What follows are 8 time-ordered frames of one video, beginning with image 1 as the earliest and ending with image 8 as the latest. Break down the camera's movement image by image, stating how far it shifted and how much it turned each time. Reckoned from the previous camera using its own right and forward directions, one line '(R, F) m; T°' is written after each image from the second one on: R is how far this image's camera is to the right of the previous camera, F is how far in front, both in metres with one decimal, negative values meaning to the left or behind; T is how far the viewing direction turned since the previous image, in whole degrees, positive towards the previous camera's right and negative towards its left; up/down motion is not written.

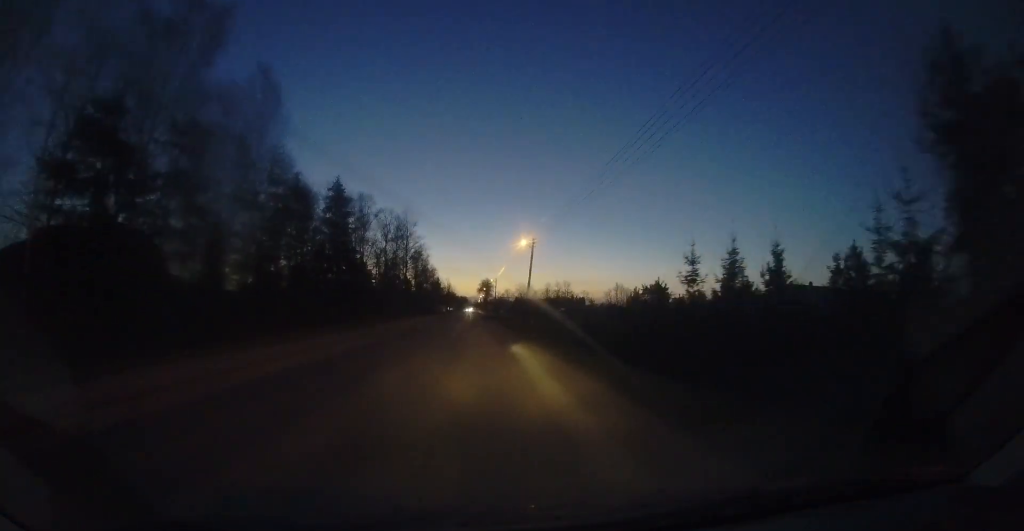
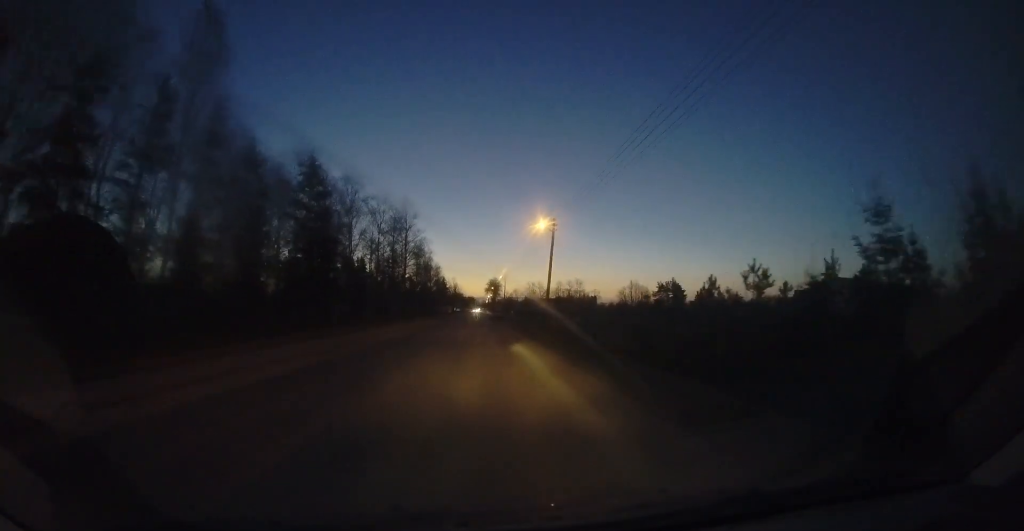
(-0.3, +7.4) m; -2°
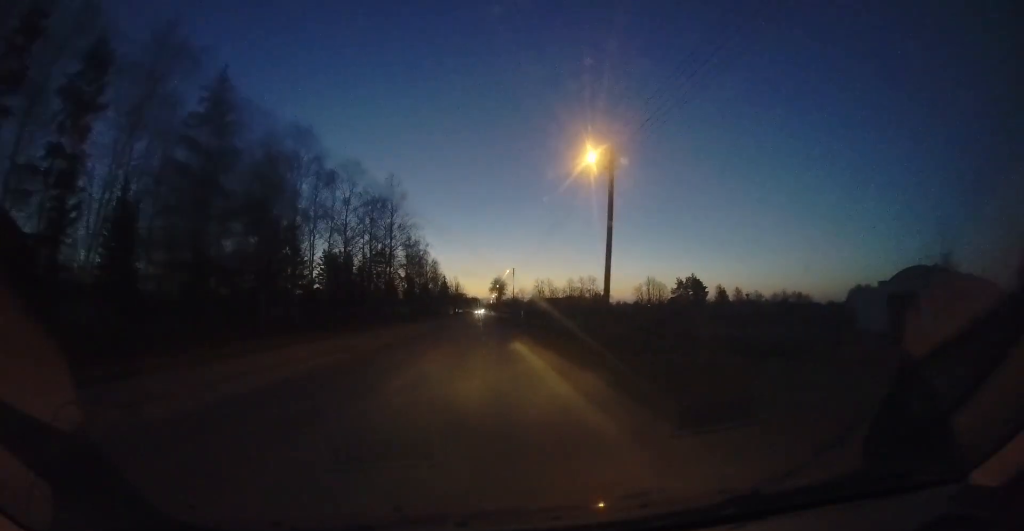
(-0.4, +12.5) m; -2°
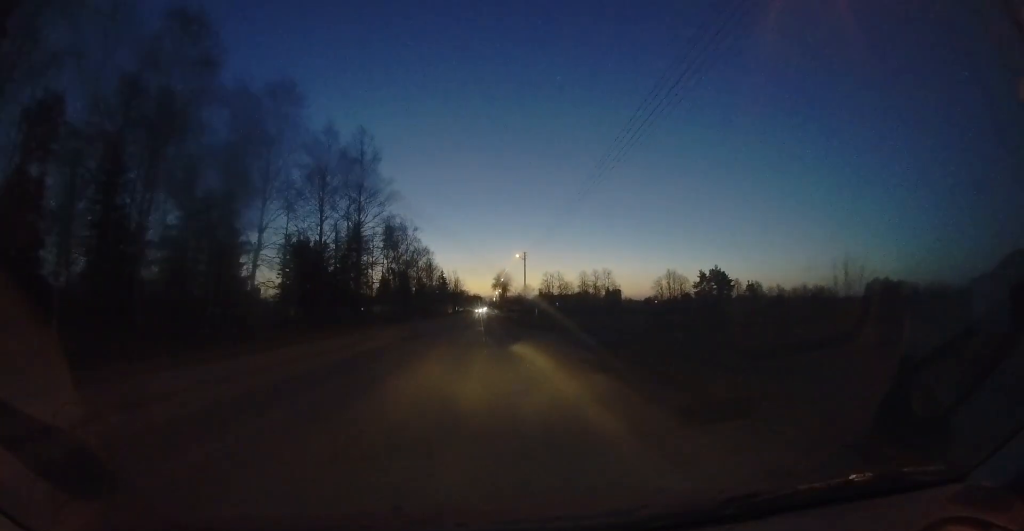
(-0.1, +14.7) m; +1°
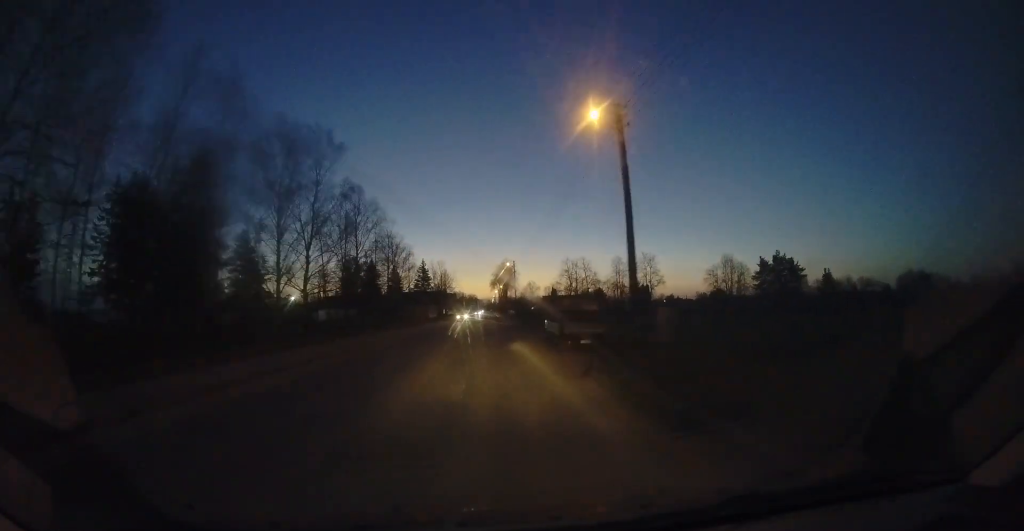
(0.0, +33.8) m; -1°
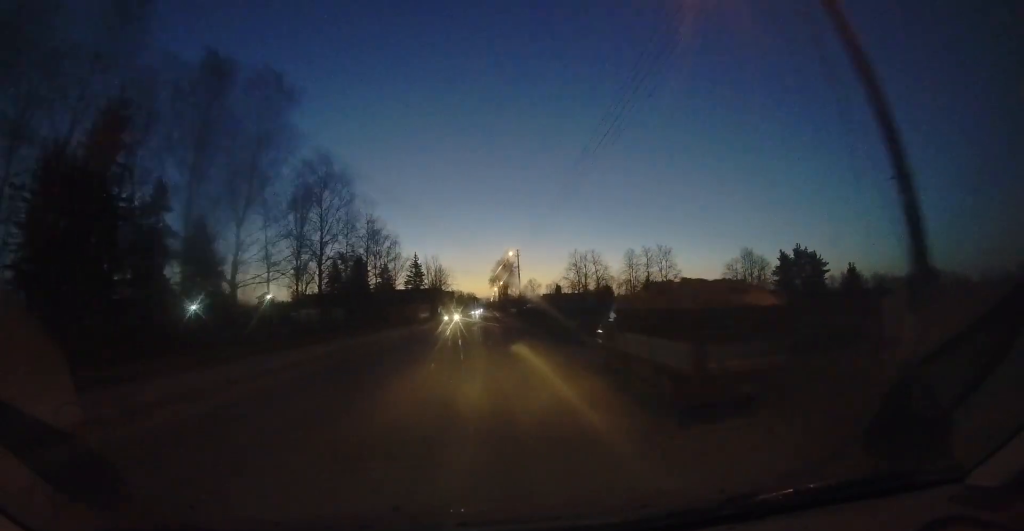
(-0.1, +8.4) m; +1°
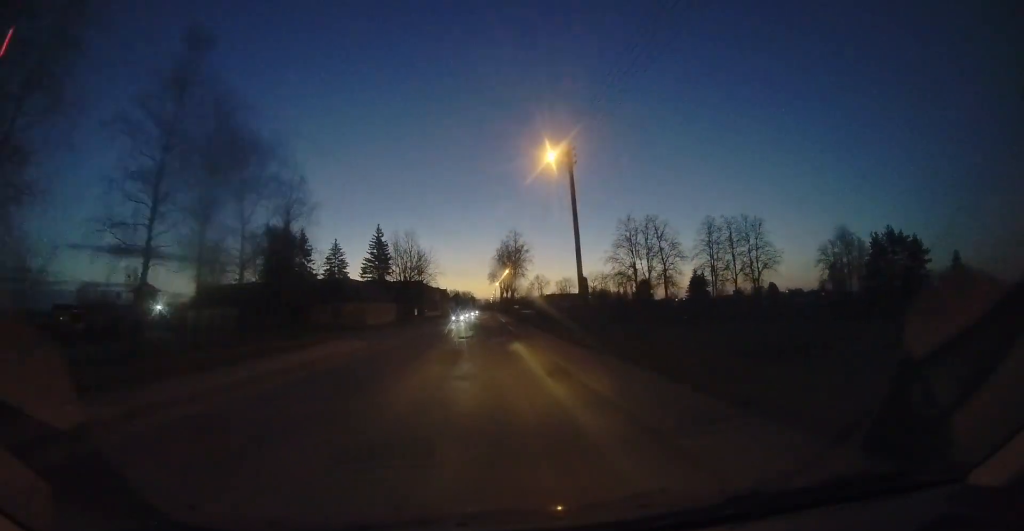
(+1.0, +30.0) m; +2°
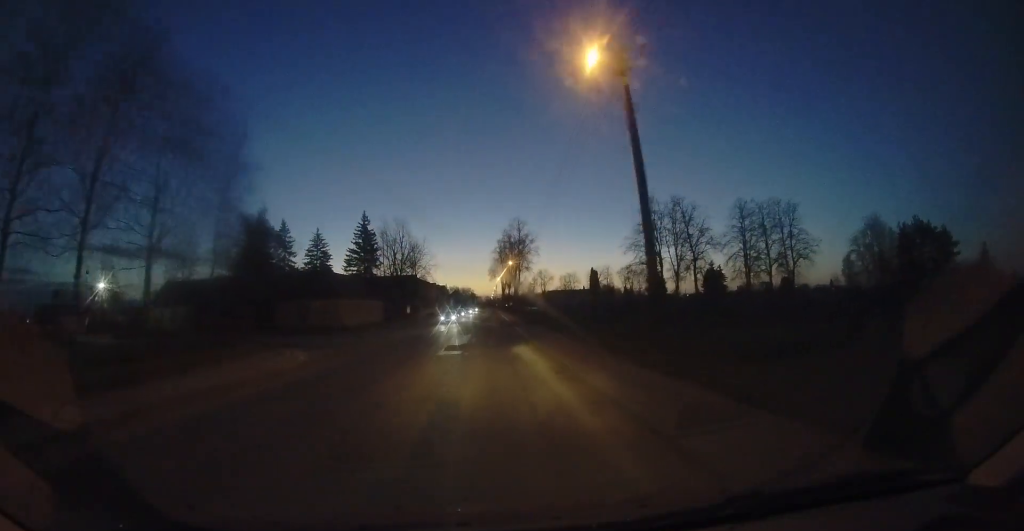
(0.0, +6.7) m; 0°
